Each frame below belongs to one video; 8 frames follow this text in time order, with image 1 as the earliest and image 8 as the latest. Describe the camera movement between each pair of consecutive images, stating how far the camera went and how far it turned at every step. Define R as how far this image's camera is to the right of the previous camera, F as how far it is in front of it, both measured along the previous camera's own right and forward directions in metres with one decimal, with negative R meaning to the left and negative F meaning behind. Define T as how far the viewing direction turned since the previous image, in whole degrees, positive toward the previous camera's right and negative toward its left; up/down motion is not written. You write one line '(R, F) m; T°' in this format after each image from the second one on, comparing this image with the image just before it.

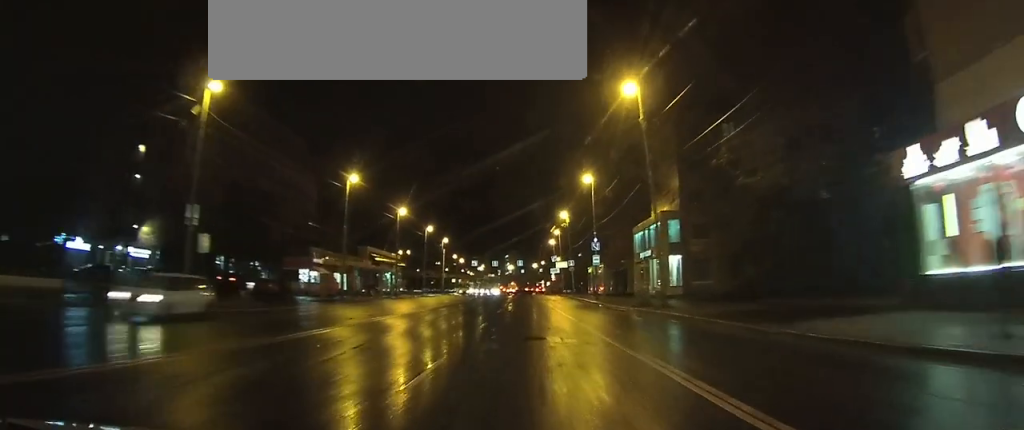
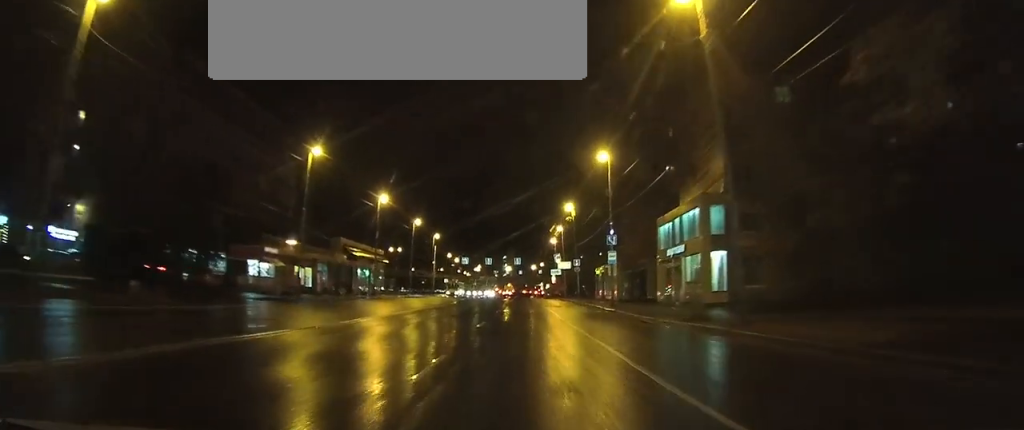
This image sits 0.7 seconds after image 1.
(0.0, +10.8) m; 0°
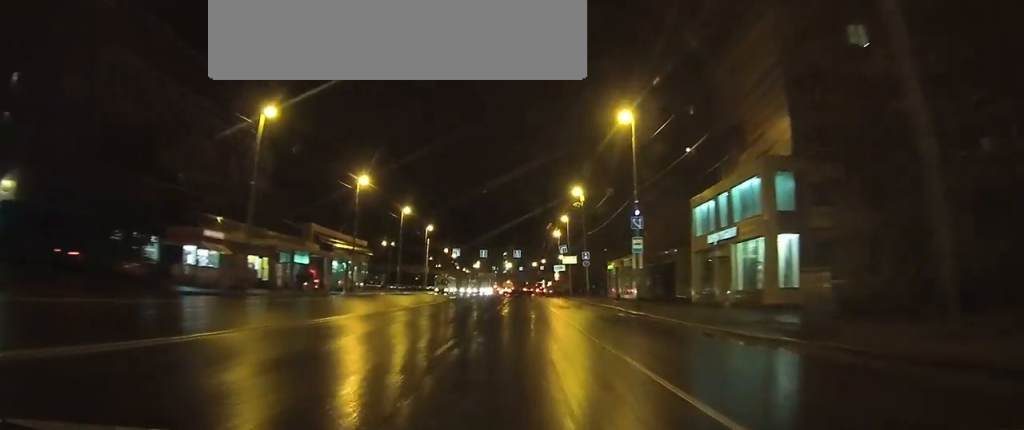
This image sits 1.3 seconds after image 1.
(0.0, +9.6) m; 0°
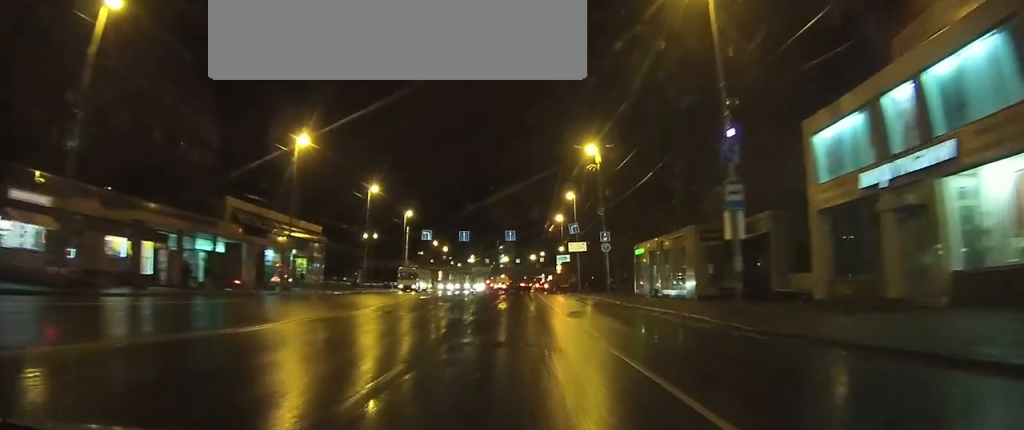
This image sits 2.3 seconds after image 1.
(0.0, +16.1) m; 0°
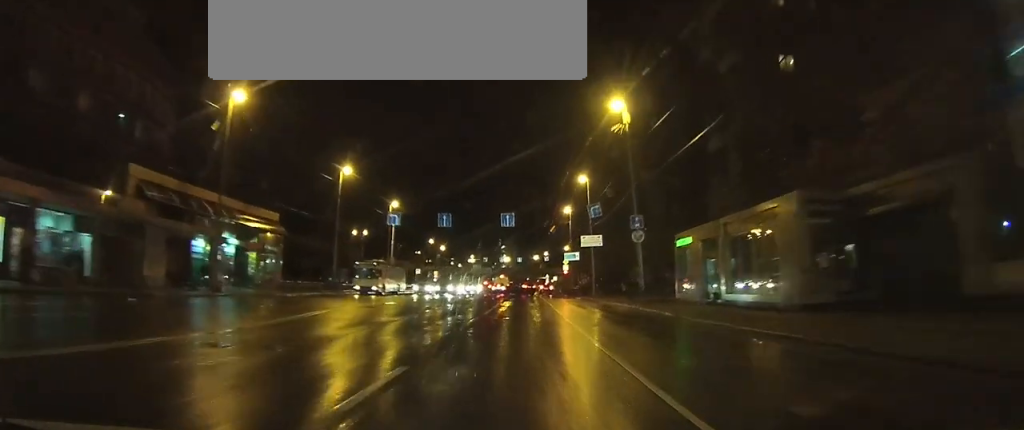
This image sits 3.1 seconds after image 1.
(0.0, +11.1) m; 0°
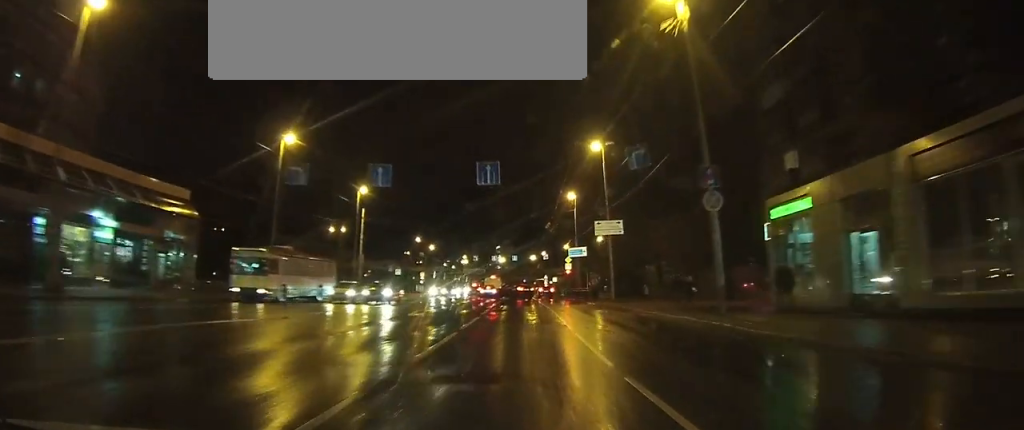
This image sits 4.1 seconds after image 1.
(+0.1, +12.6) m; +1°
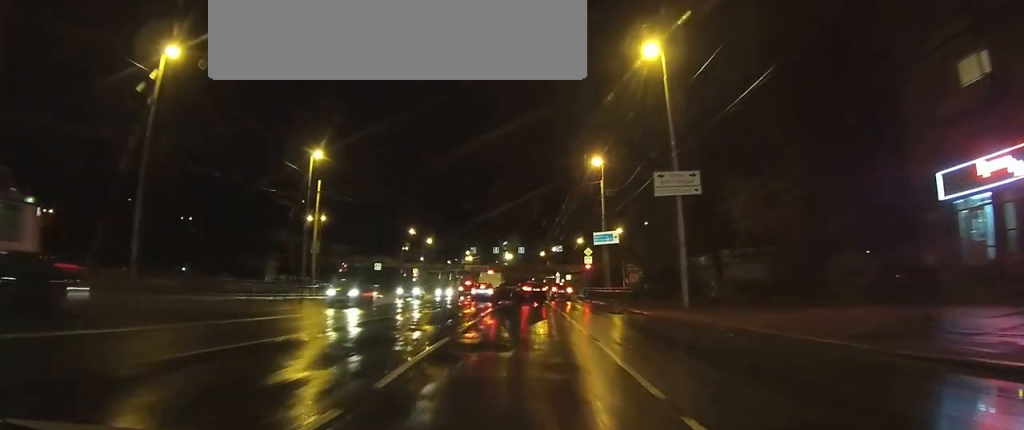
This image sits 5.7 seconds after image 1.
(+0.2, +16.0) m; +2°
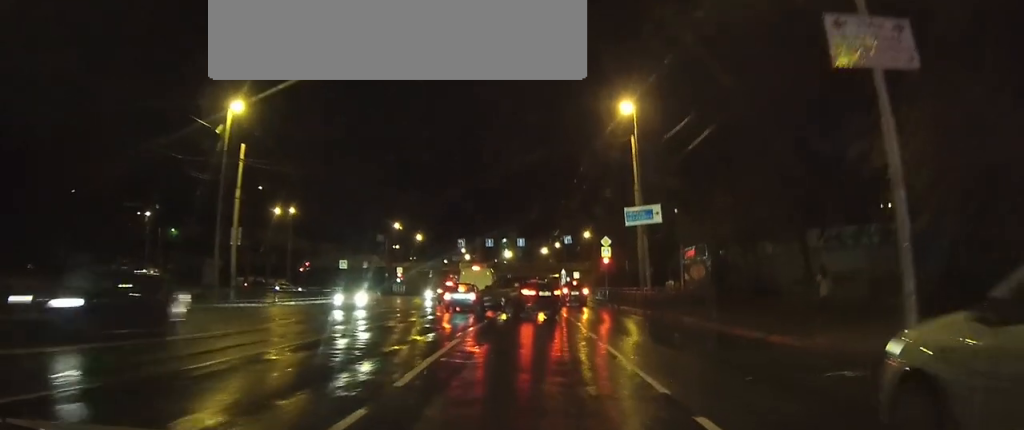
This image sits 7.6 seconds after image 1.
(+0.3, +14.2) m; +2°
